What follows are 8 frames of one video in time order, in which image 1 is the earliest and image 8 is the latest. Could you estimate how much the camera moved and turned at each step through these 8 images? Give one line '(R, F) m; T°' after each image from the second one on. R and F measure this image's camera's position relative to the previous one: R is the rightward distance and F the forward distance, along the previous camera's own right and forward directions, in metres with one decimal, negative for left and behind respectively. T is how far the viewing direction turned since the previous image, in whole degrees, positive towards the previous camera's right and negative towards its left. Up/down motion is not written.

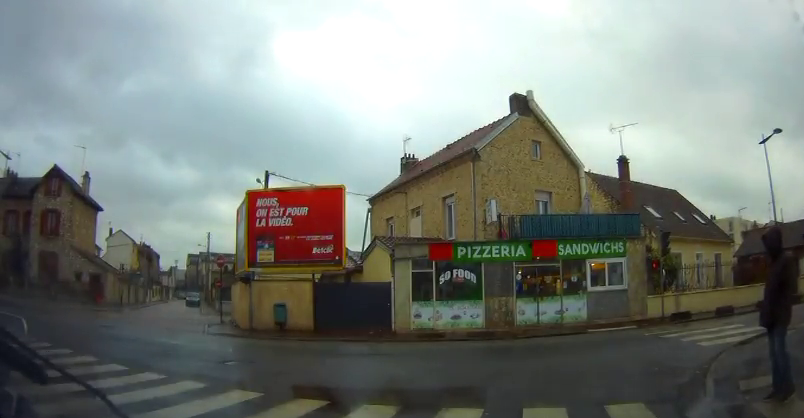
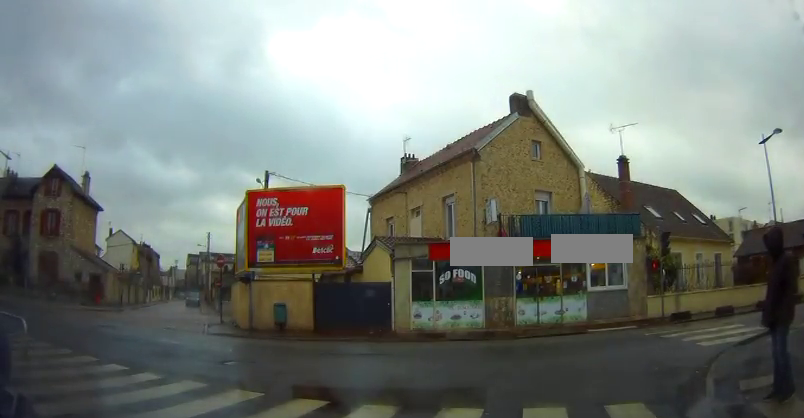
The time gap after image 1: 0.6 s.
(0.0, +0.1) m; 0°
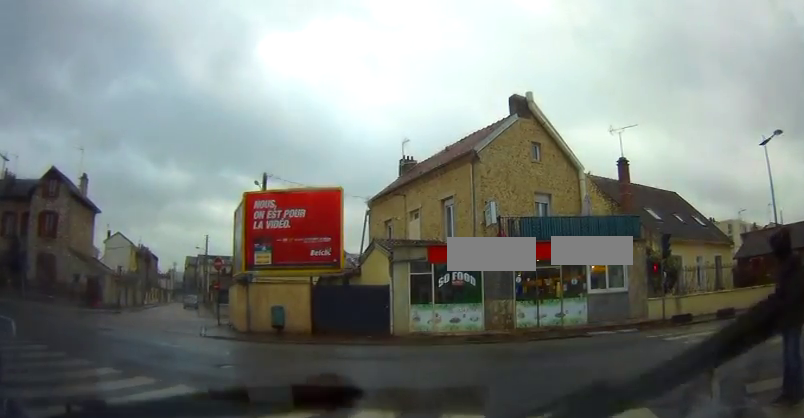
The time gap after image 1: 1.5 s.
(-0.1, +0.3) m; 0°
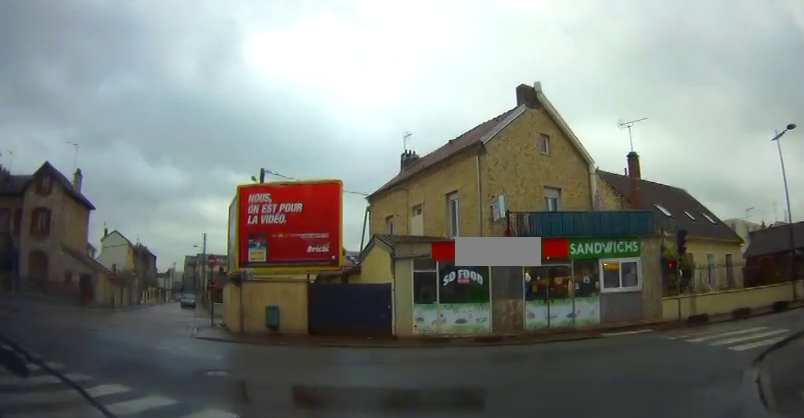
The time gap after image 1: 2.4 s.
(-0.2, +0.8) m; 0°
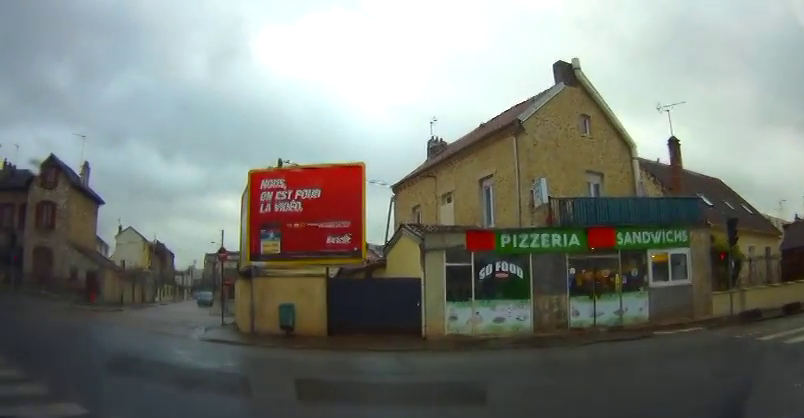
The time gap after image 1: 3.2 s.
(+0.3, +1.5) m; 0°
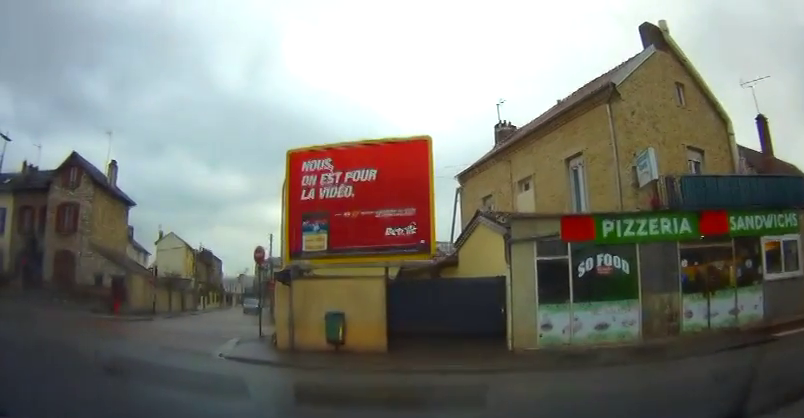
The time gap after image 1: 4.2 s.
(-0.3, +2.8) m; -8°
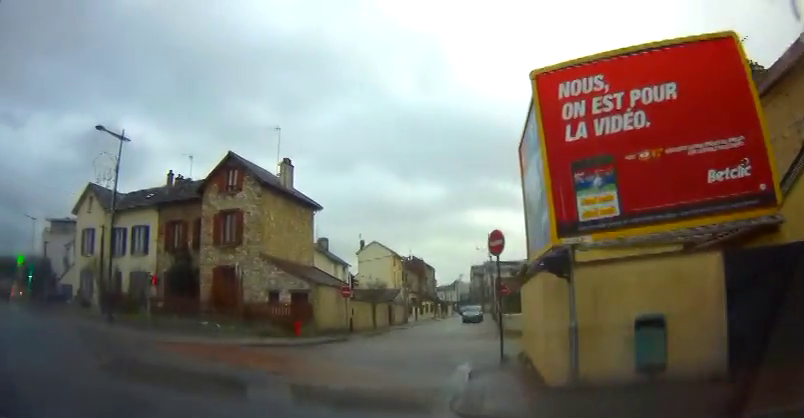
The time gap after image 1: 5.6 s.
(-0.8, +5.2) m; -23°
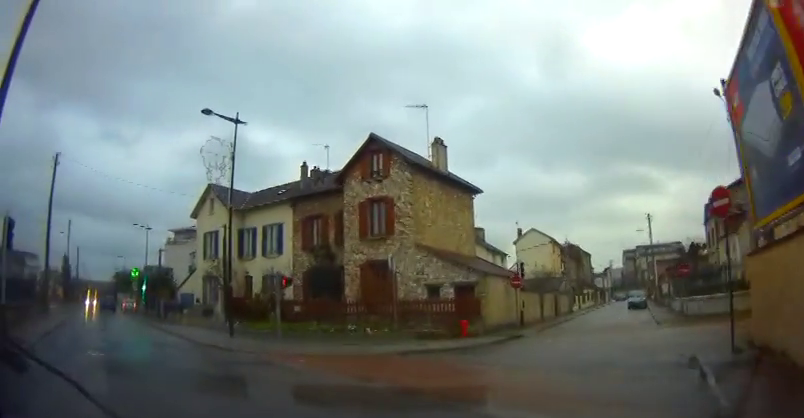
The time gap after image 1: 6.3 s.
(-0.4, +3.1) m; -15°
